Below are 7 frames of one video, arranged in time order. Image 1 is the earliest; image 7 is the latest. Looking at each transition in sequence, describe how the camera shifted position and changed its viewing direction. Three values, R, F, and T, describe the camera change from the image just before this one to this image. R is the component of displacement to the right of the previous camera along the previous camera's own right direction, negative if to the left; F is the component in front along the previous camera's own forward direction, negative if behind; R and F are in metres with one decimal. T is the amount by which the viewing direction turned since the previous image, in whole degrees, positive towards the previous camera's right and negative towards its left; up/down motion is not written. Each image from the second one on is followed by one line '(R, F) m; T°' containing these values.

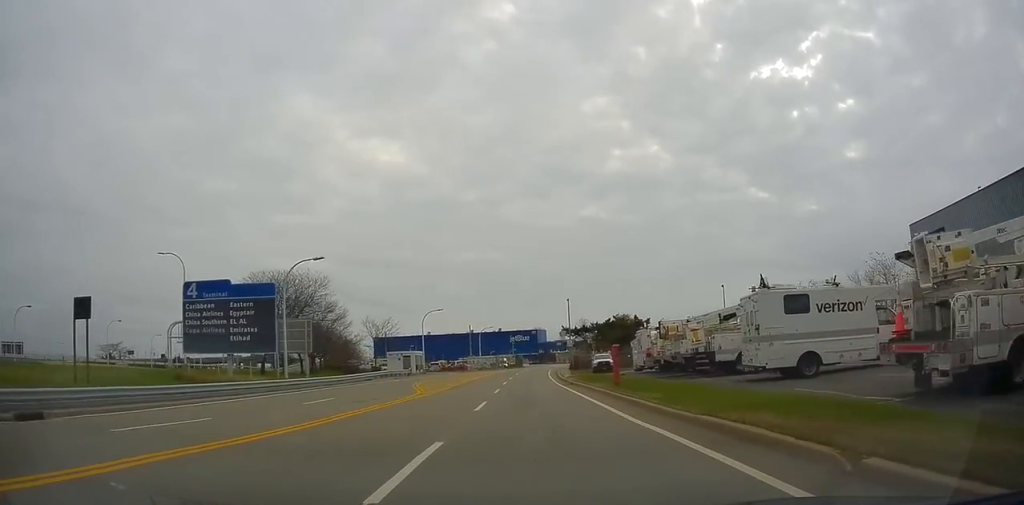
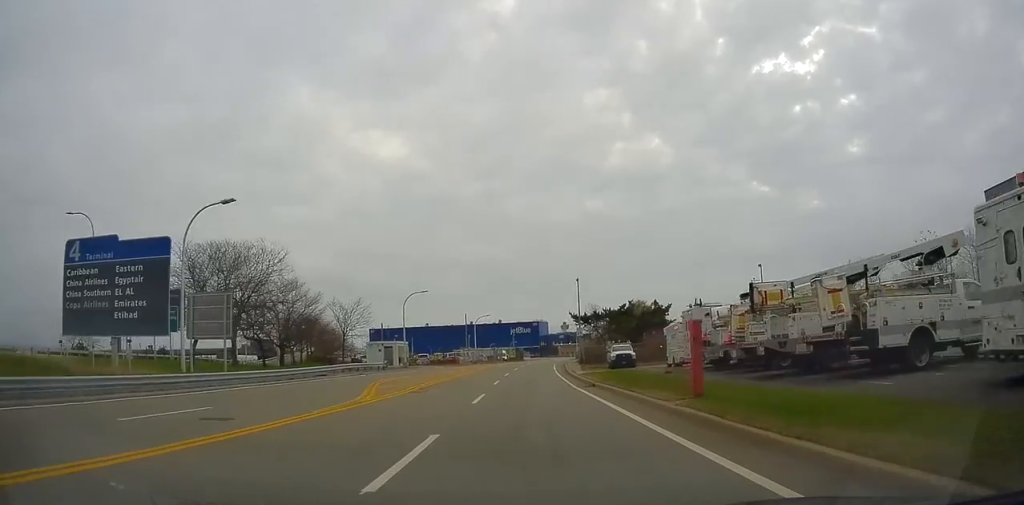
(-0.5, +11.6) m; +1°
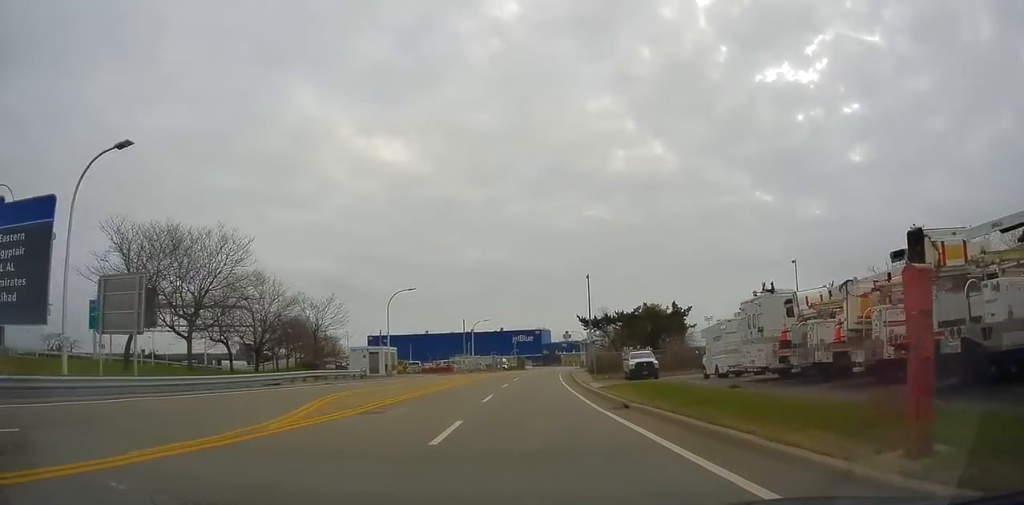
(+0.5, +7.7) m; +1°
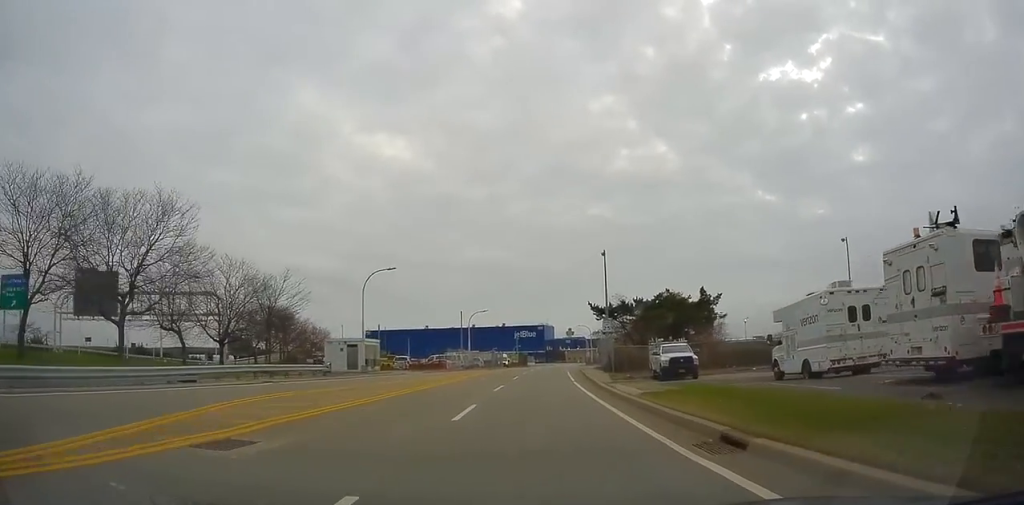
(+0.4, +8.8) m; 0°
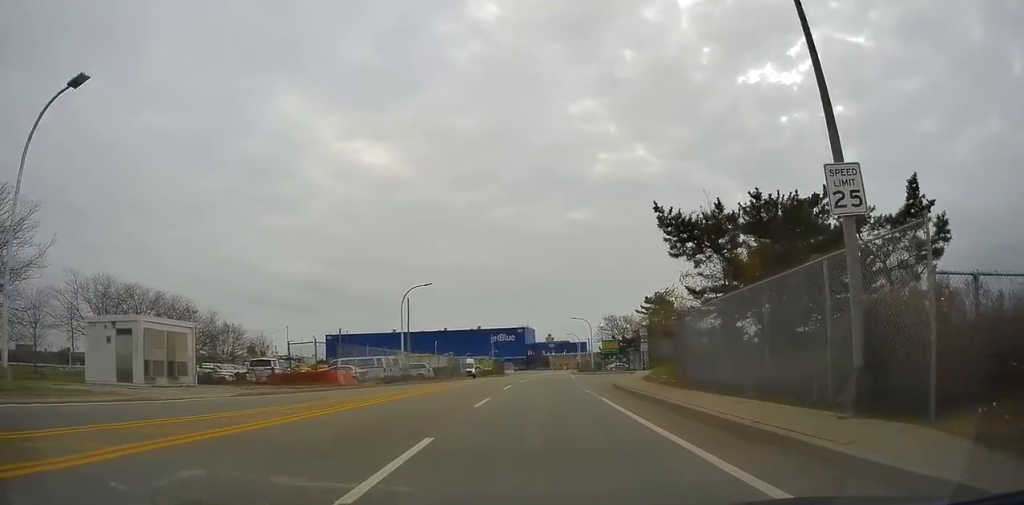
(-1.3, +32.1) m; -1°
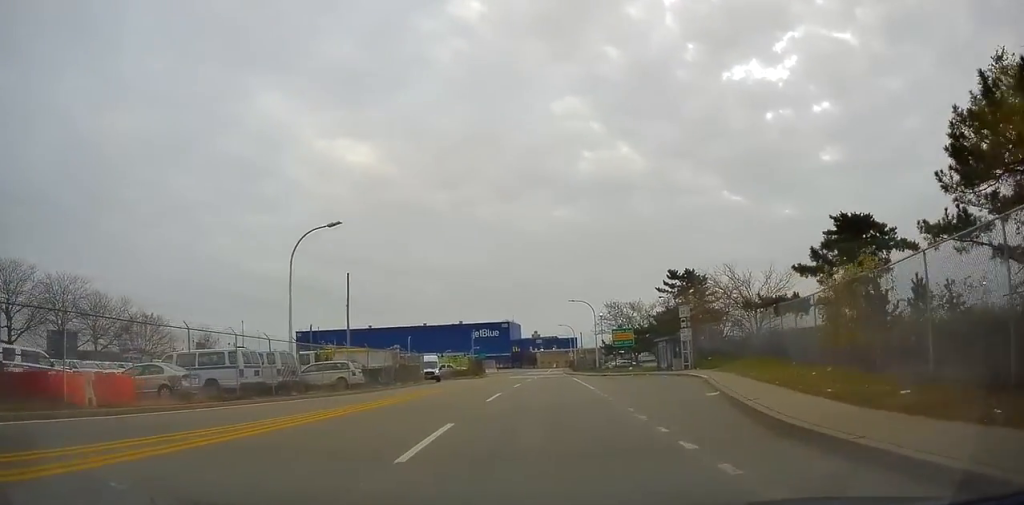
(+0.4, +21.3) m; +1°
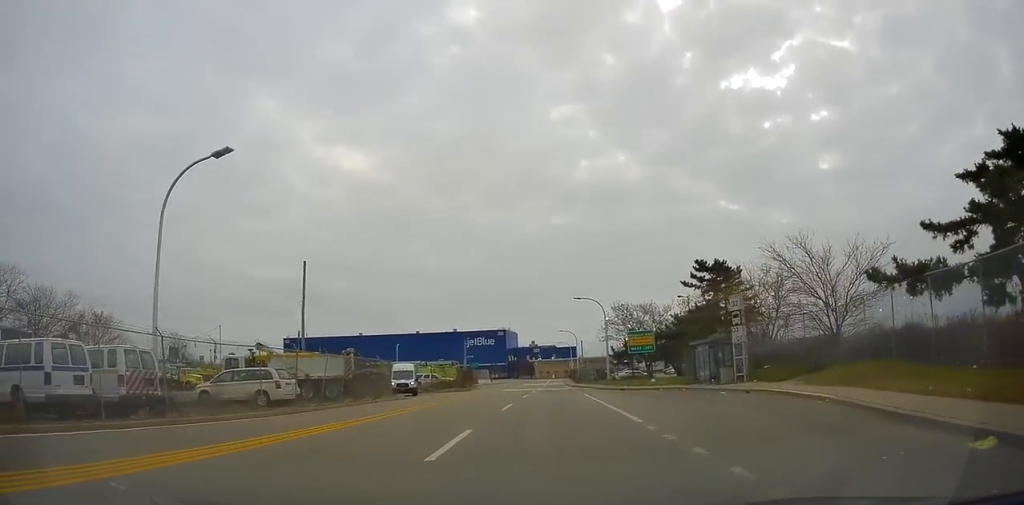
(-0.1, +11.6) m; +1°
